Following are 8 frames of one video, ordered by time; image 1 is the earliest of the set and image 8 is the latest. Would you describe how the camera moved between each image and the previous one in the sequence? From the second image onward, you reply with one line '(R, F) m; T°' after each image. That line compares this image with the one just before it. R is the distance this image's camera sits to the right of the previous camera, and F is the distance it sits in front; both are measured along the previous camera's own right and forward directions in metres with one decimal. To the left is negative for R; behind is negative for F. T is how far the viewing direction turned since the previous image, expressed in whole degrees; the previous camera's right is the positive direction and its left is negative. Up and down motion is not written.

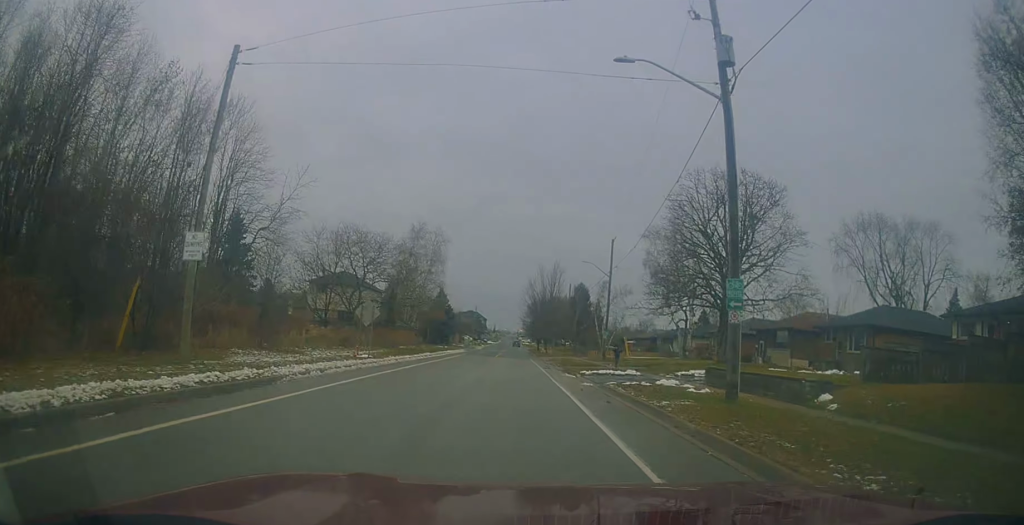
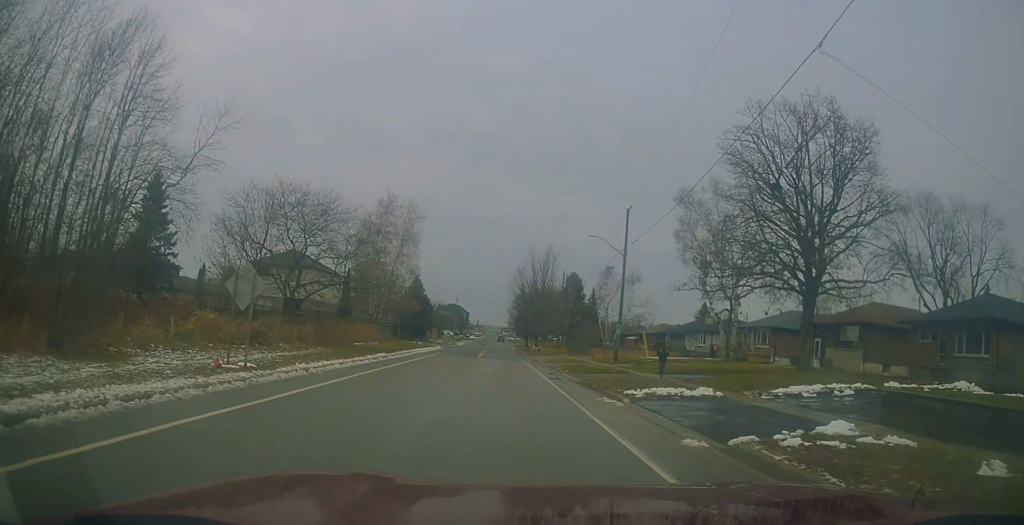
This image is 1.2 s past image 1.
(0.0, +12.3) m; +3°
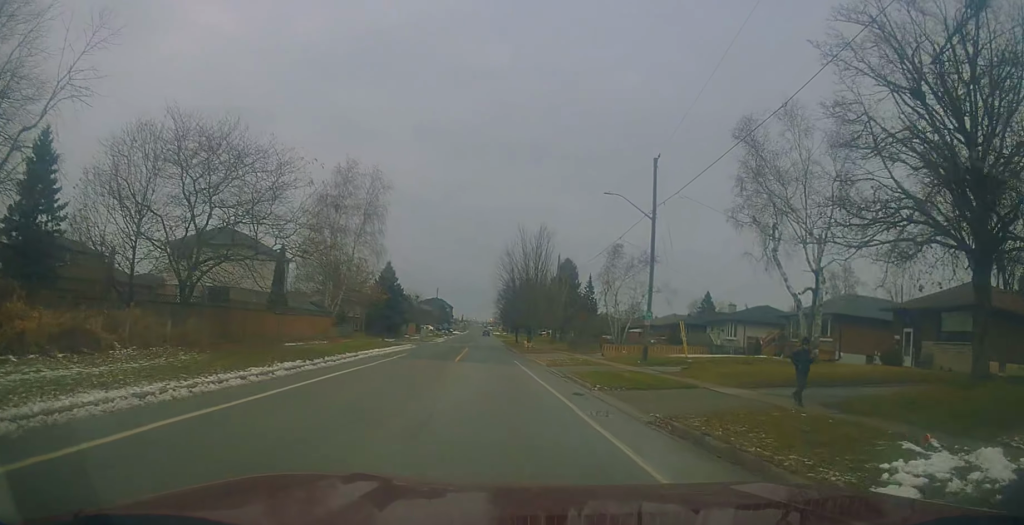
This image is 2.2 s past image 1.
(+0.6, +12.0) m; +2°
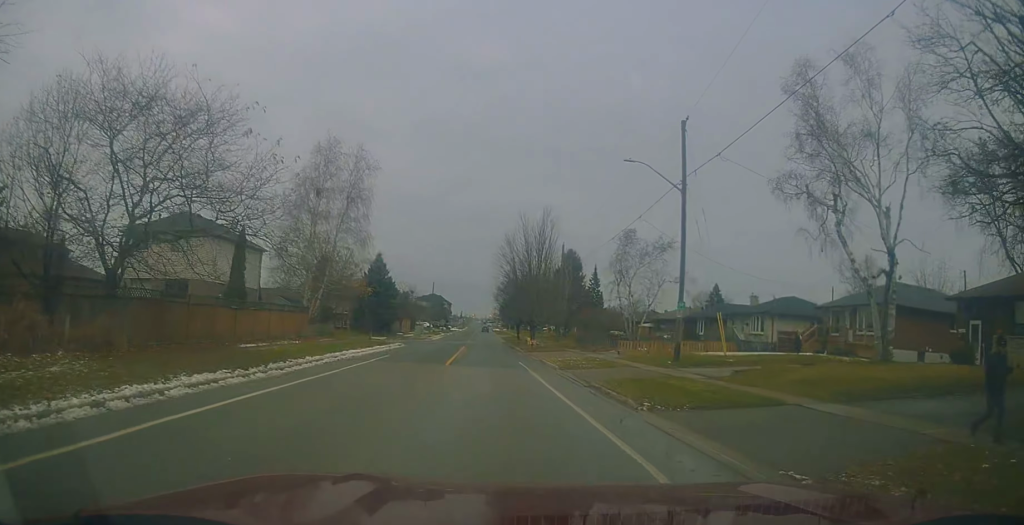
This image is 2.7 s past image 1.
(+0.3, +5.7) m; -1°
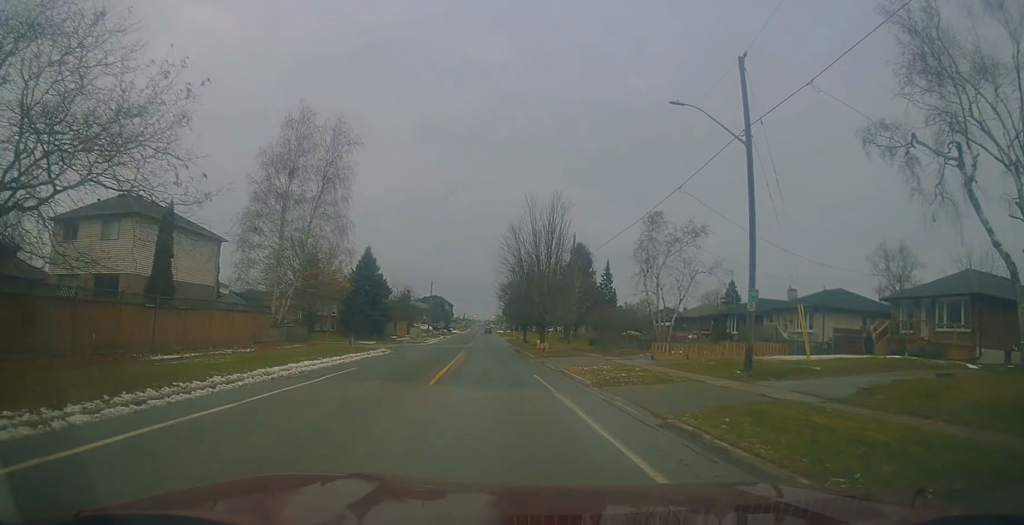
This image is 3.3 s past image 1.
(-0.4, +7.8) m; -1°
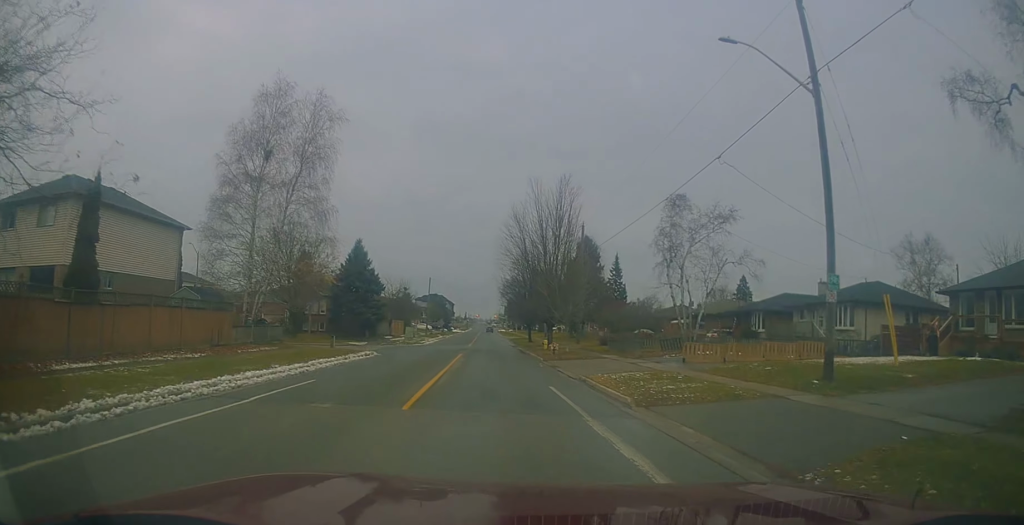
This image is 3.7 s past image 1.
(-0.2, +5.2) m; -1°
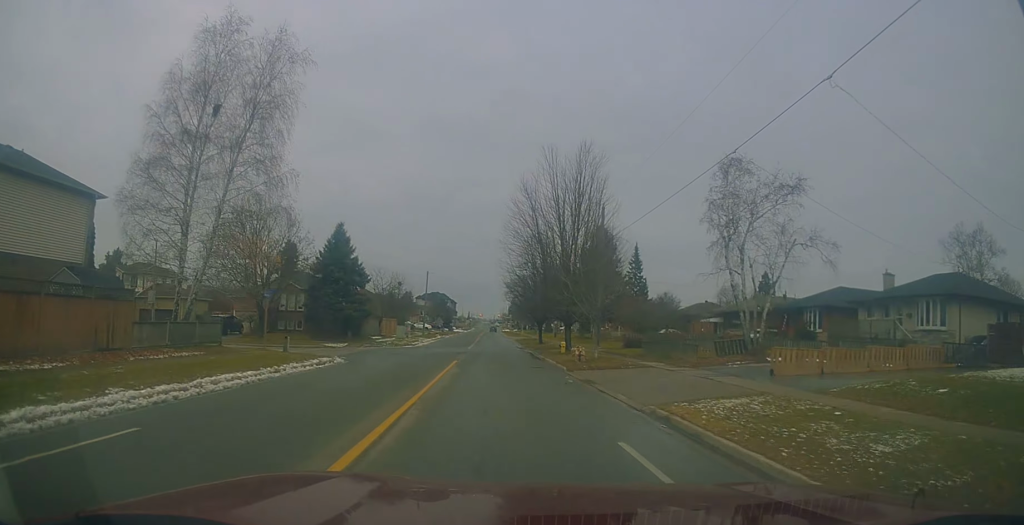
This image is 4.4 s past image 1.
(+0.1, +8.8) m; +1°
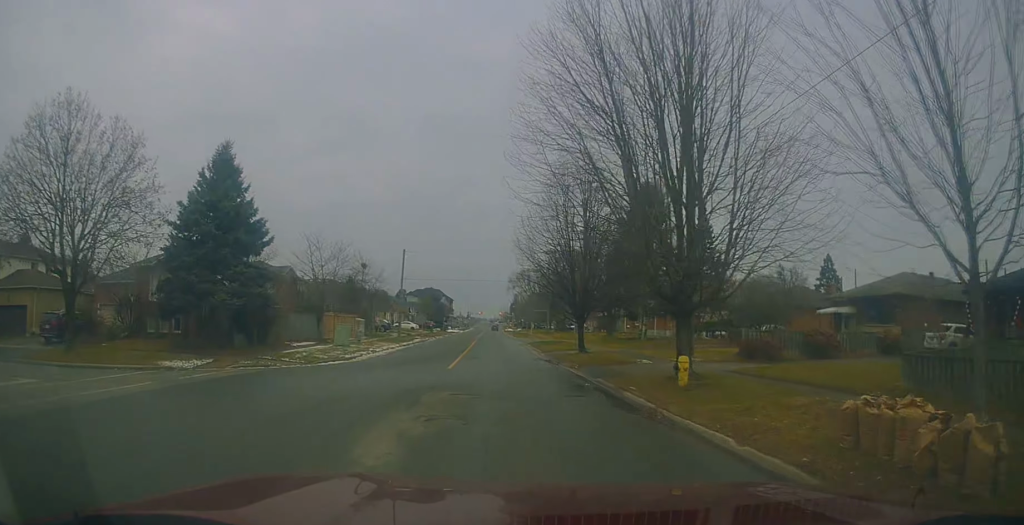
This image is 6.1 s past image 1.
(+0.5, +23.0) m; +3°
